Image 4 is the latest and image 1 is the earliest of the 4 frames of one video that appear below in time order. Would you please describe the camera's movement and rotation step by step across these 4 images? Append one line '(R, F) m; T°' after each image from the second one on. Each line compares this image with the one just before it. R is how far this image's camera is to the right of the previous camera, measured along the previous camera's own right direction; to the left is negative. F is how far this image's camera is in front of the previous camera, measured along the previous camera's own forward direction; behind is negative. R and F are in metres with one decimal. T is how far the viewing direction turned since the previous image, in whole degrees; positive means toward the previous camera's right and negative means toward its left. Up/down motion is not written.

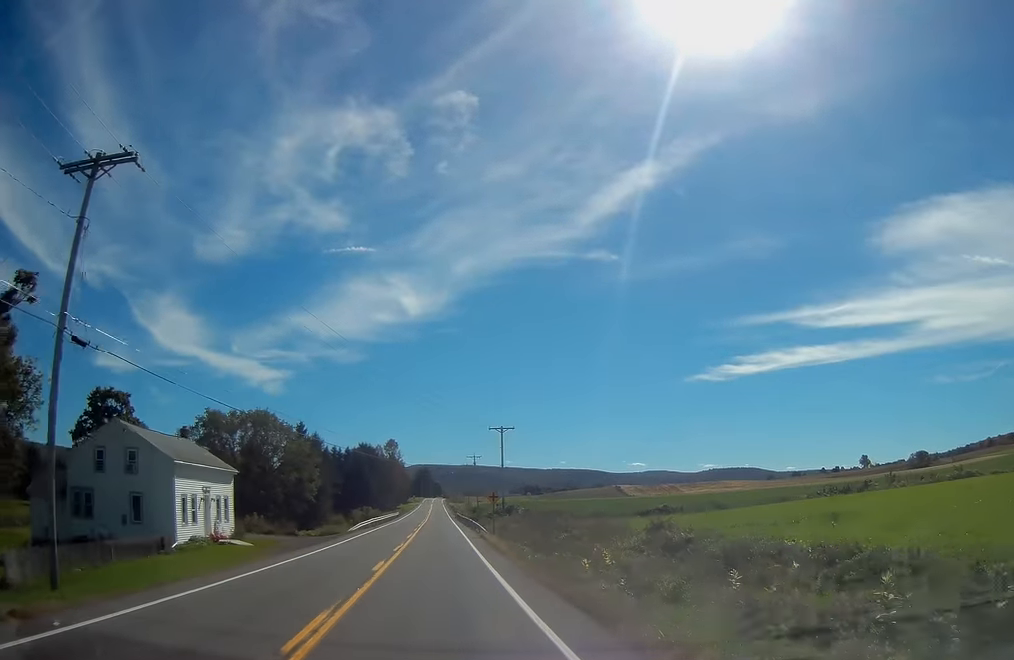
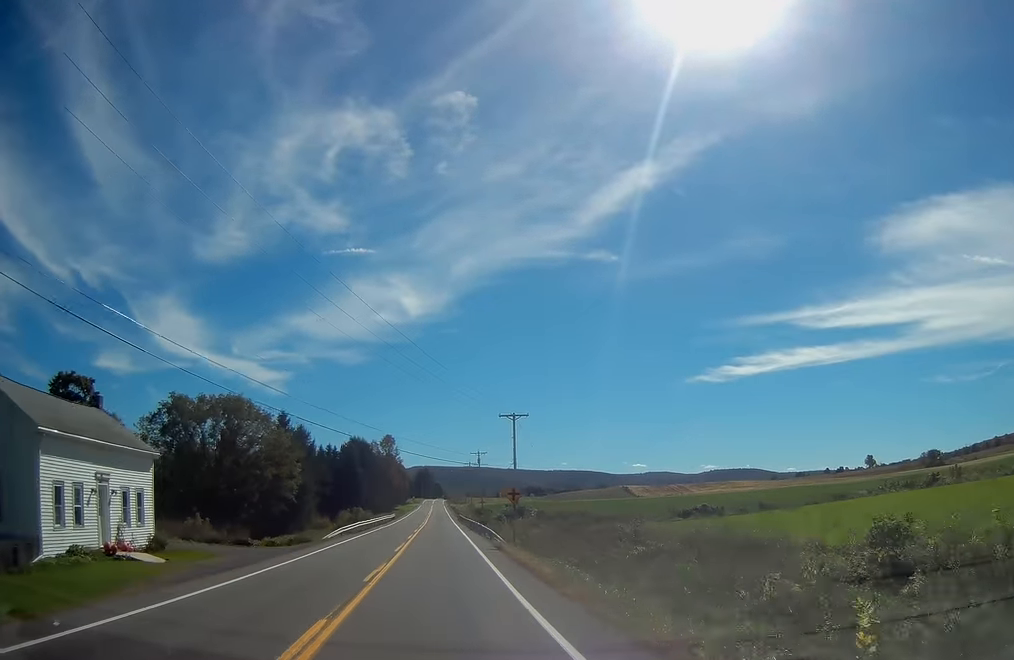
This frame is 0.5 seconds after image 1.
(-0.2, +12.9) m; 0°
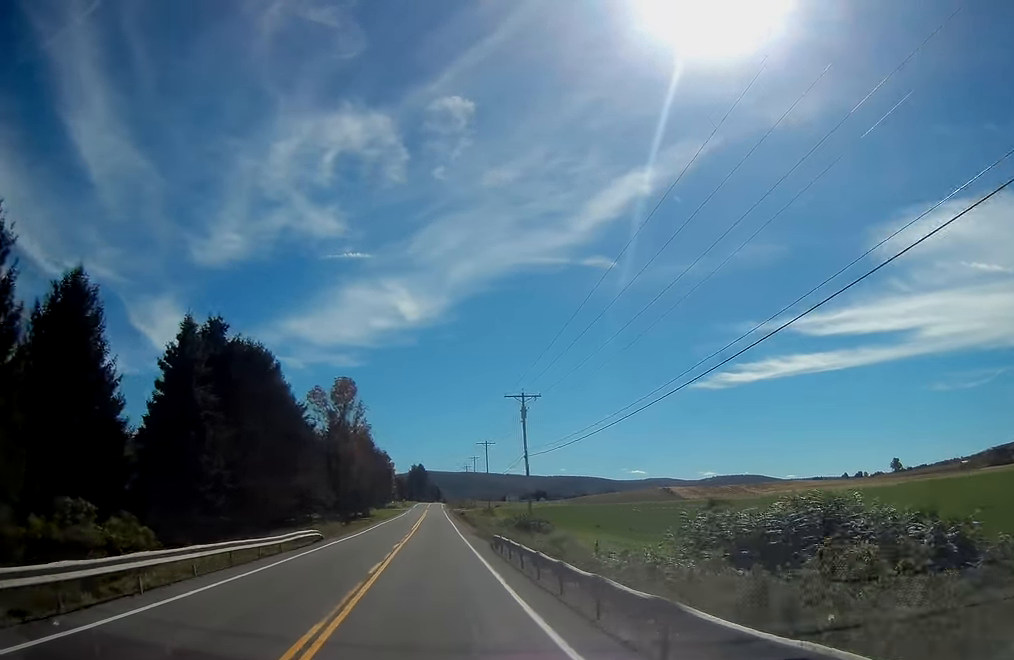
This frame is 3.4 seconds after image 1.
(+0.6, +68.7) m; 0°
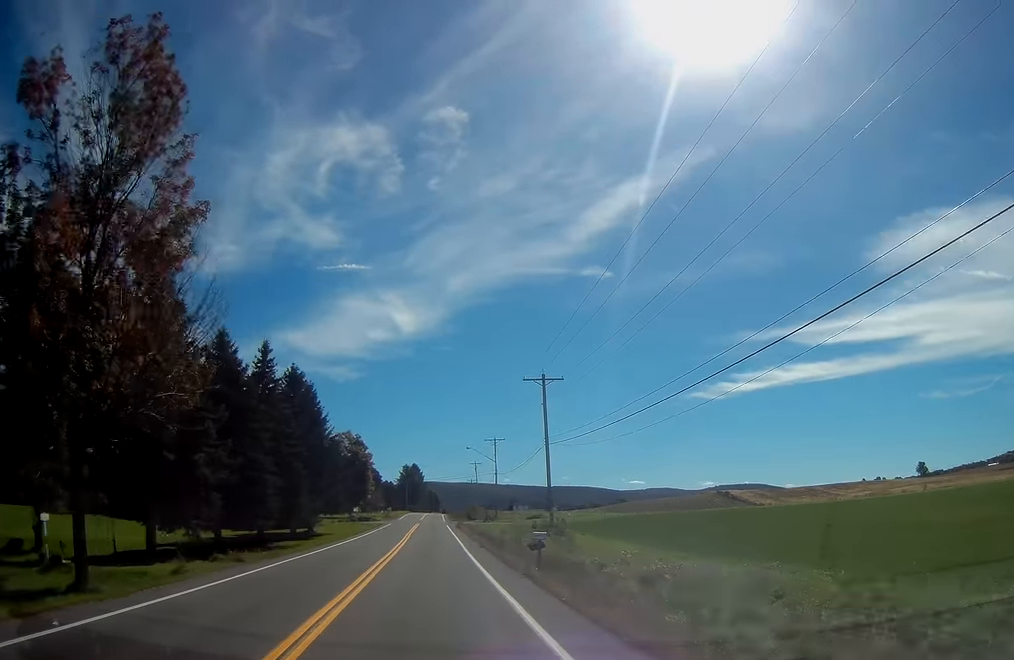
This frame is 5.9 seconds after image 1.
(0.0, +61.8) m; 0°
